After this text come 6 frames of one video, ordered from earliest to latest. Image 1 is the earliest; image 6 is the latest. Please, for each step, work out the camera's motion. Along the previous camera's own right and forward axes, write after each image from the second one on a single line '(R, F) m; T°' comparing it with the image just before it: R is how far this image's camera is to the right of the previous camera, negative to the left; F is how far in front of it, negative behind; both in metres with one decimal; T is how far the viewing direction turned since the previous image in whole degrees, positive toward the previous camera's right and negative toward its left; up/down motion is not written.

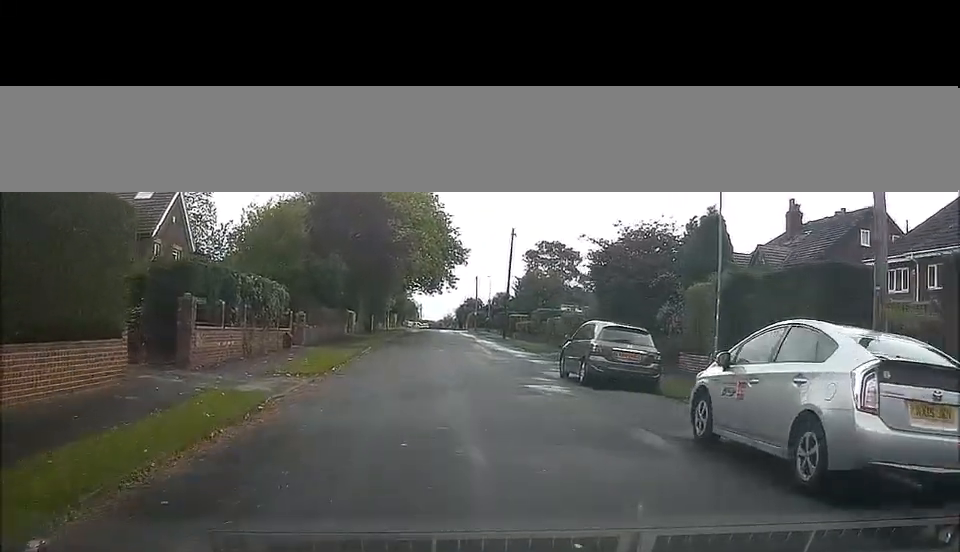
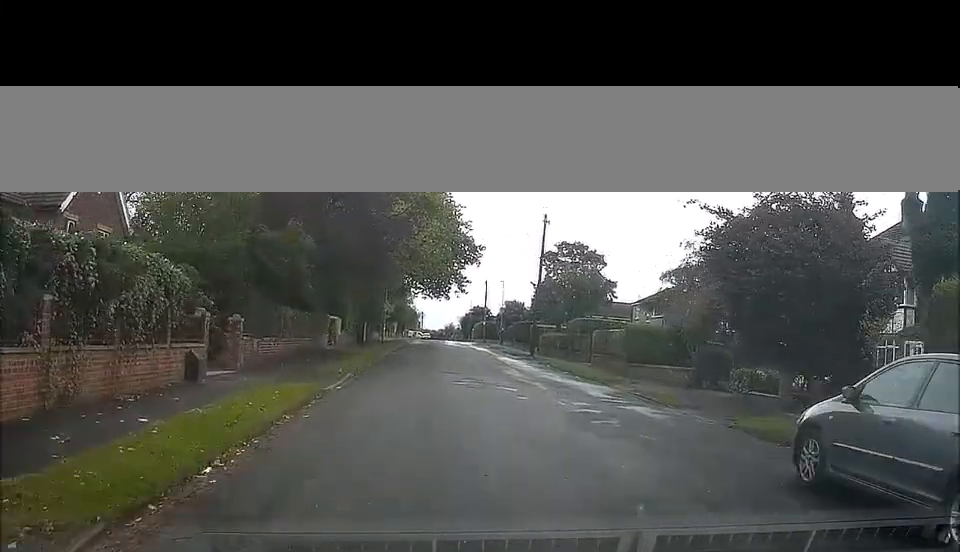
(+1.3, +13.8) m; +6°
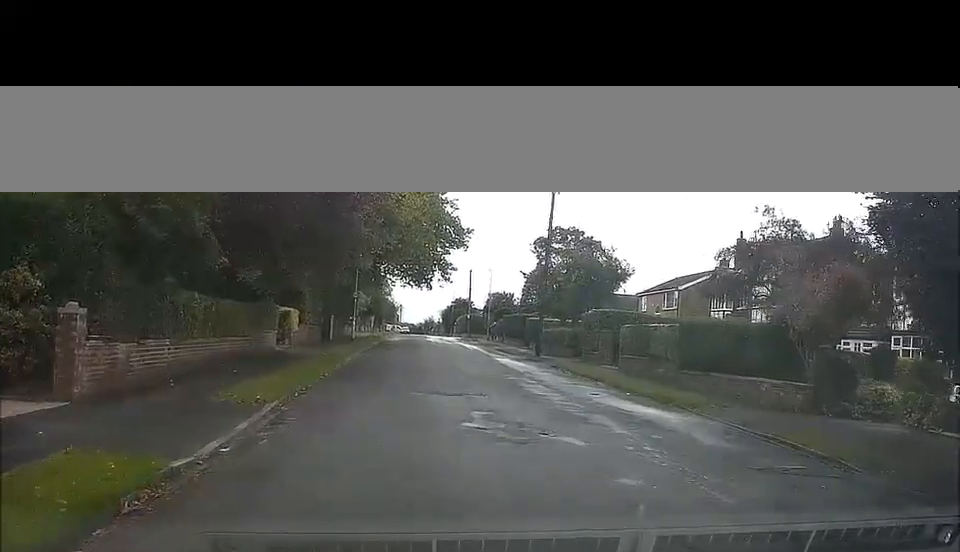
(-0.4, +8.1) m; -4°
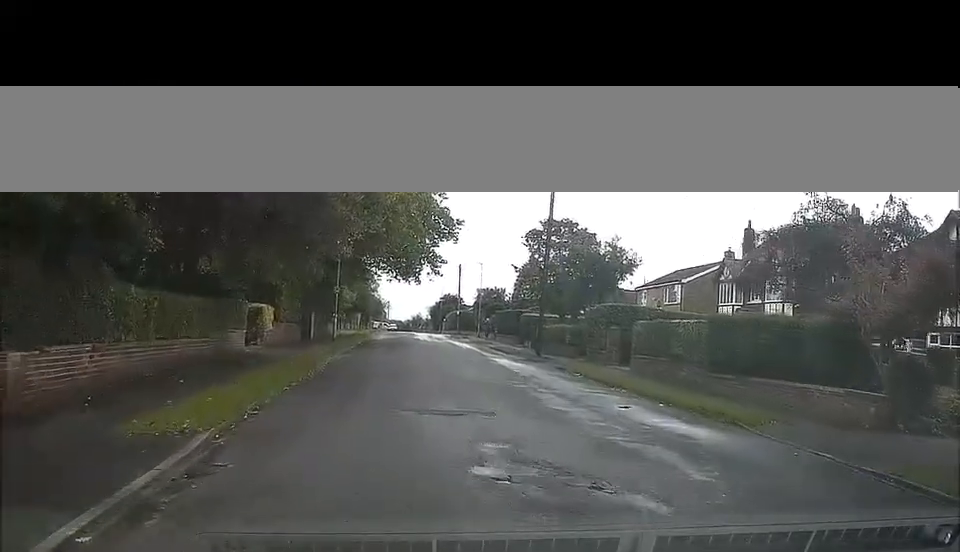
(+0.1, +4.3) m; +2°
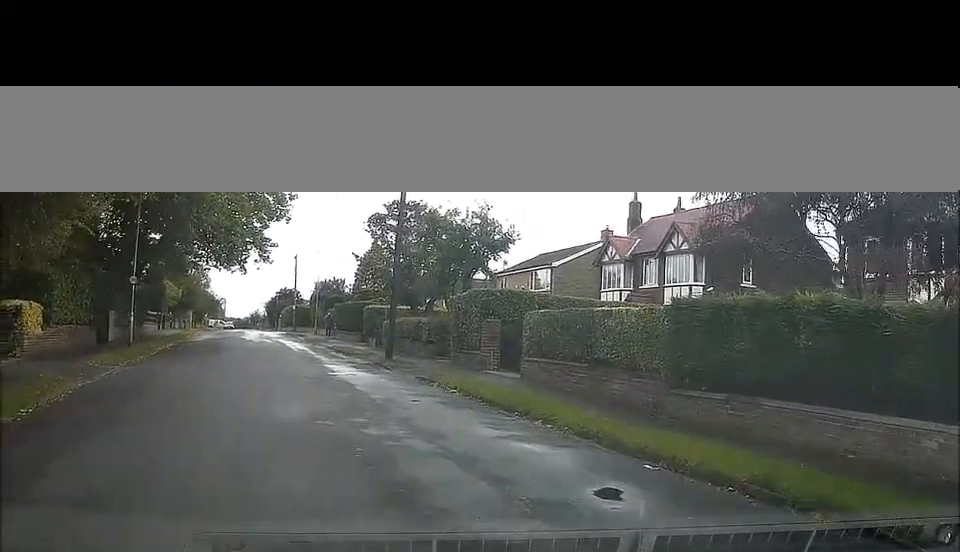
(+0.5, +8.6) m; +8°
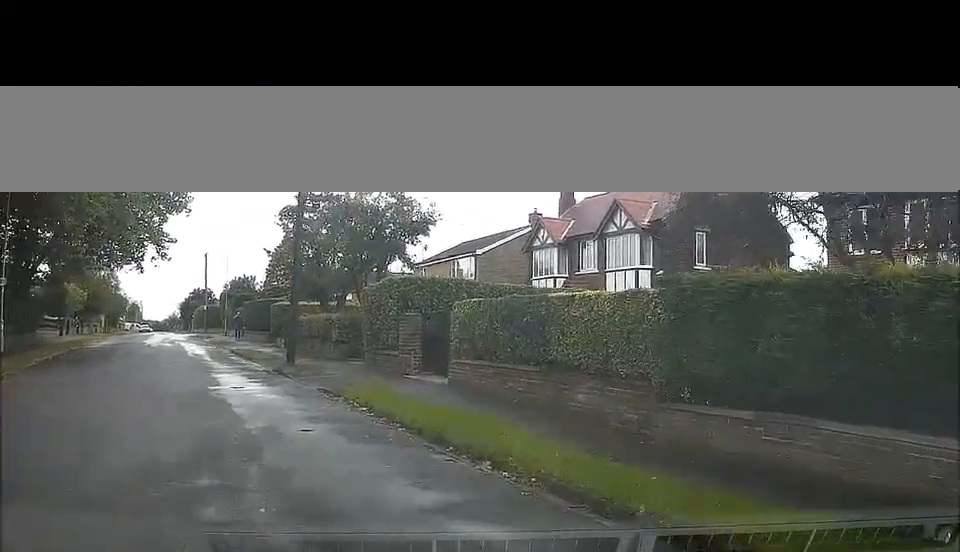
(+0.2, +4.3) m; +4°
